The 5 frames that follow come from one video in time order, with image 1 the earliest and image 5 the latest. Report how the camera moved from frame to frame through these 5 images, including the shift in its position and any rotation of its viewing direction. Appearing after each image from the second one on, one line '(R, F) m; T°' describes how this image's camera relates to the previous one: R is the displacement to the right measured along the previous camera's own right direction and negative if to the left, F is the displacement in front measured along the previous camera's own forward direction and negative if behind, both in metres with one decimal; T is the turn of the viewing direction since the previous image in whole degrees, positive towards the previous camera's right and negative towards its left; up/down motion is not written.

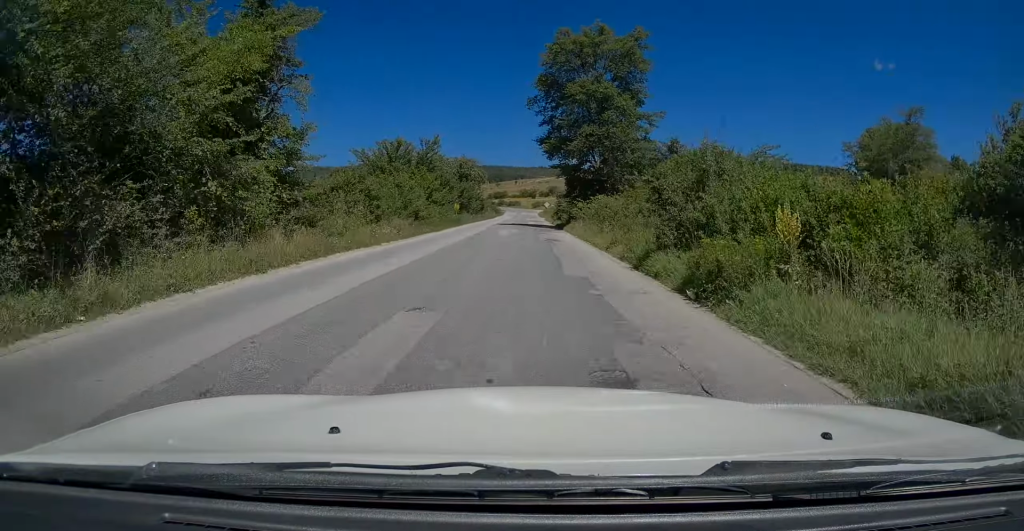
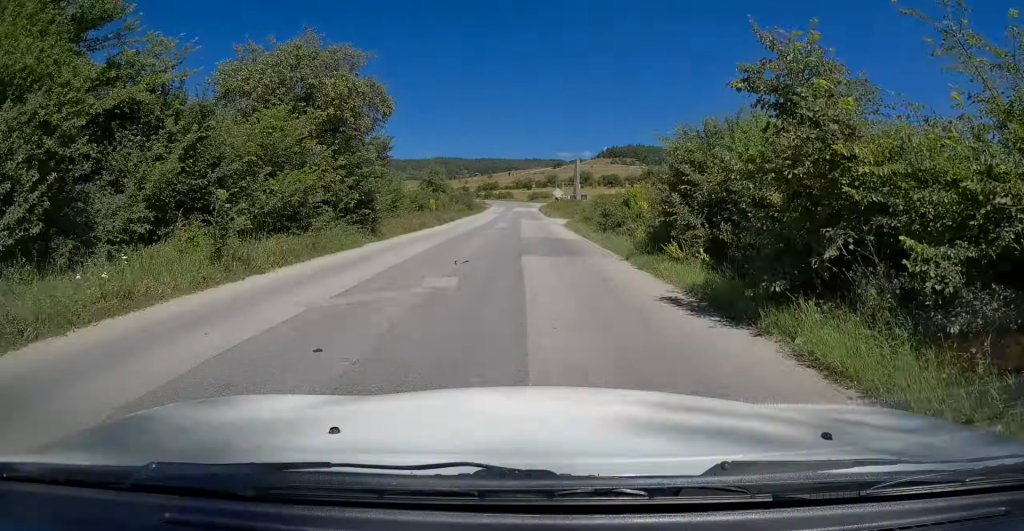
(+0.2, +47.9) m; 0°
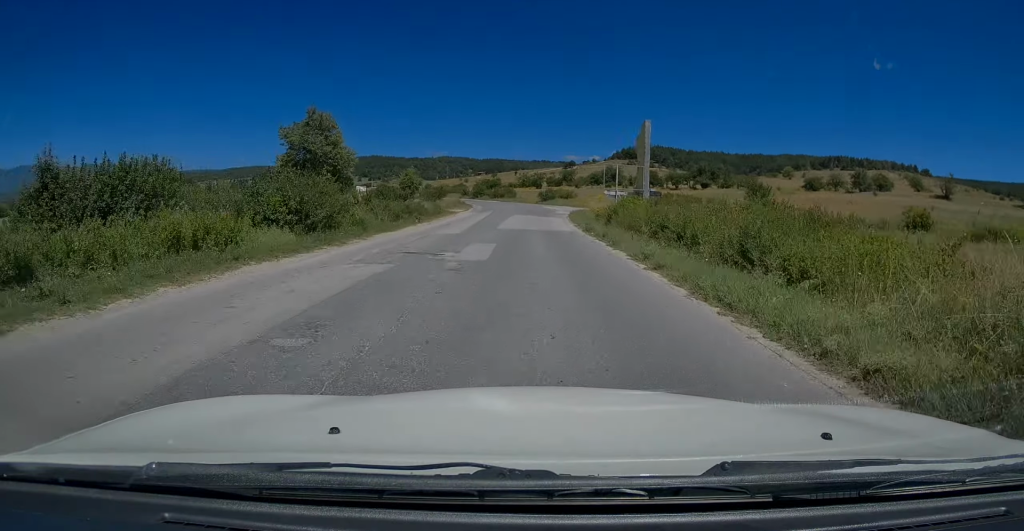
(-0.2, +55.8) m; 0°
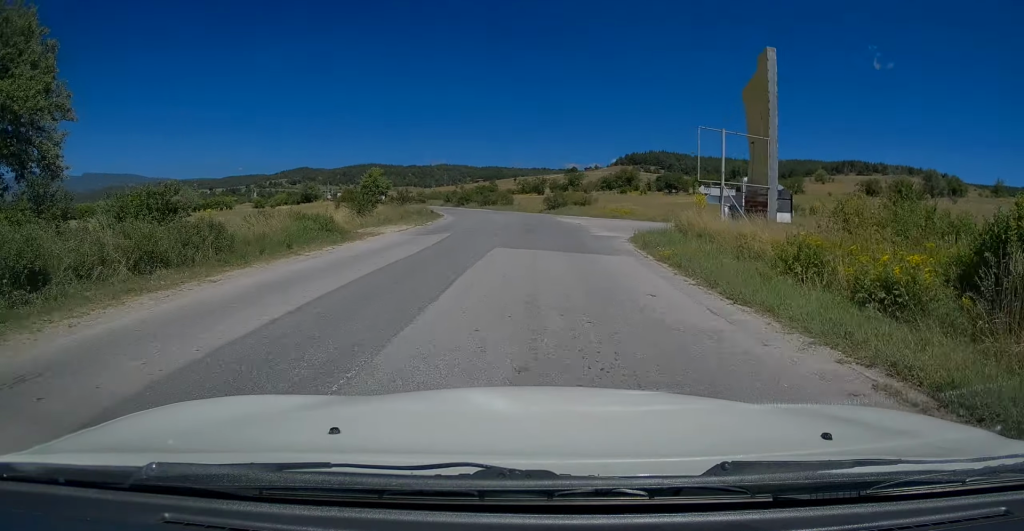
(0.0, +27.1) m; 0°
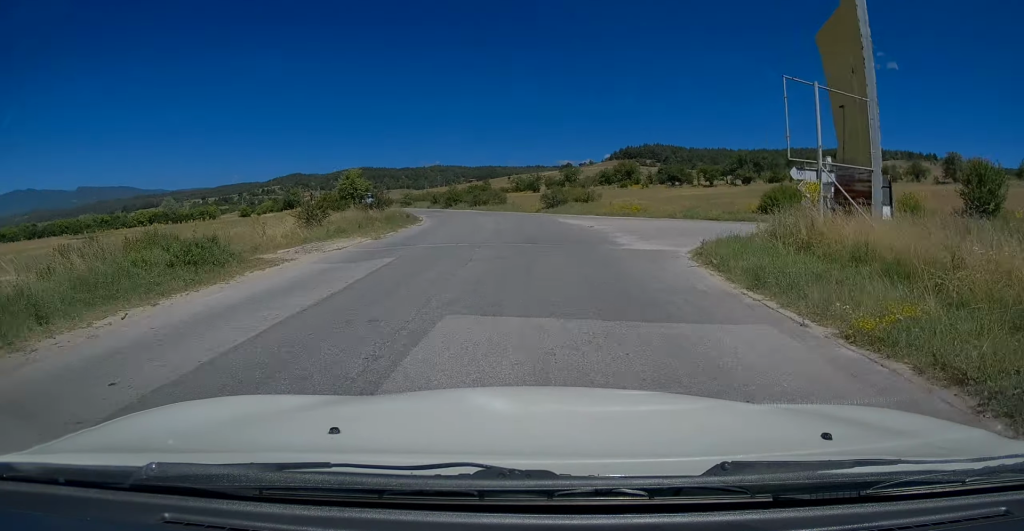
(0.0, +8.6) m; 0°
